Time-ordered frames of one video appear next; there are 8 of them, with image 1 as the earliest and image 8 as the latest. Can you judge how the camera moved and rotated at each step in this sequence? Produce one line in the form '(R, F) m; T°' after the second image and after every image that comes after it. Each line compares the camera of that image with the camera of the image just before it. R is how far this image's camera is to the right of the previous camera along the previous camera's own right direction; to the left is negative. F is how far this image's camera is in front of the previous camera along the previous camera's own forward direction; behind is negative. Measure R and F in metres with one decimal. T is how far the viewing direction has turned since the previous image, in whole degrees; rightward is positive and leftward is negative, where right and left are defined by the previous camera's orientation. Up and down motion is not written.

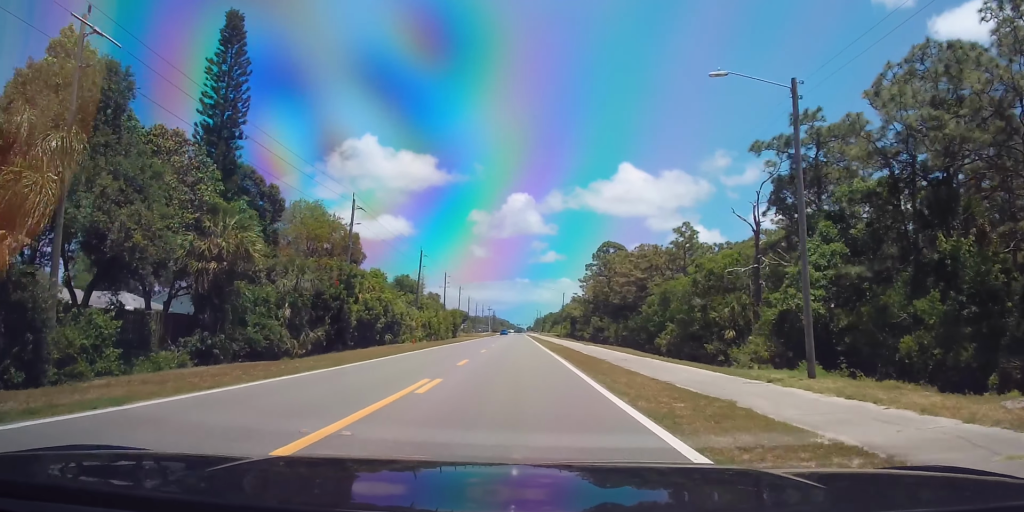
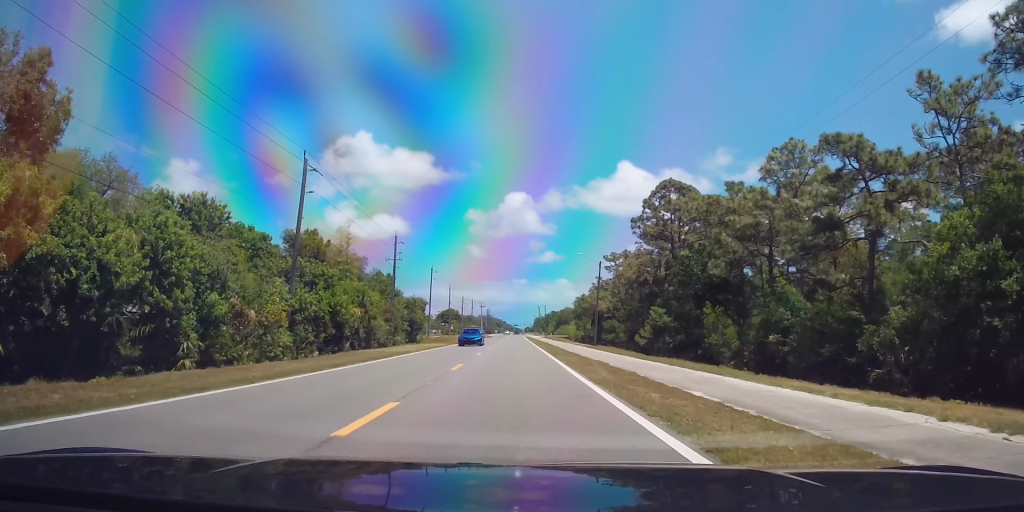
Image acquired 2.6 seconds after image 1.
(-0.8, +49.0) m; -2°
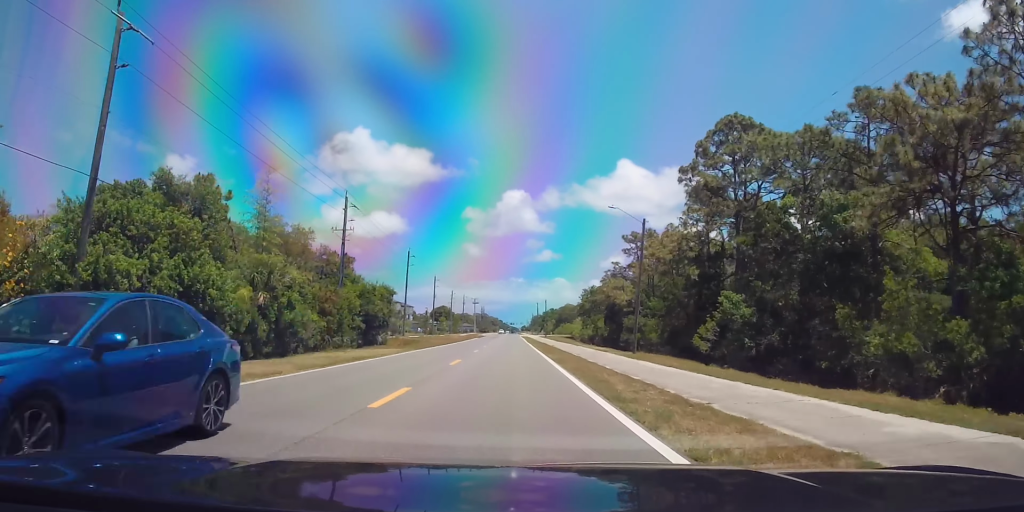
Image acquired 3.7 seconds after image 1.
(+0.3, +21.4) m; +1°
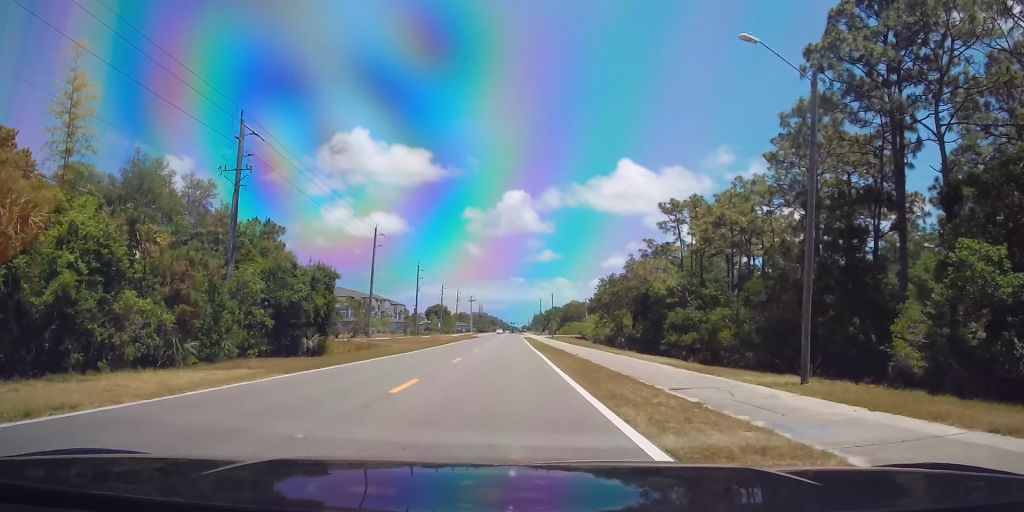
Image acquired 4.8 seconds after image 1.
(+0.1, +22.0) m; 0°
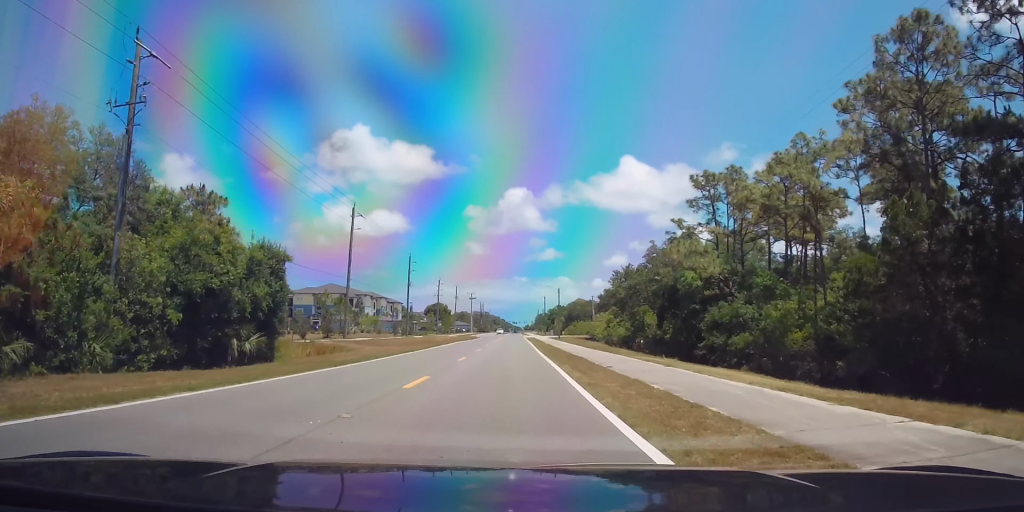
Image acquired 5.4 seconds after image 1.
(0.0, +10.8) m; 0°
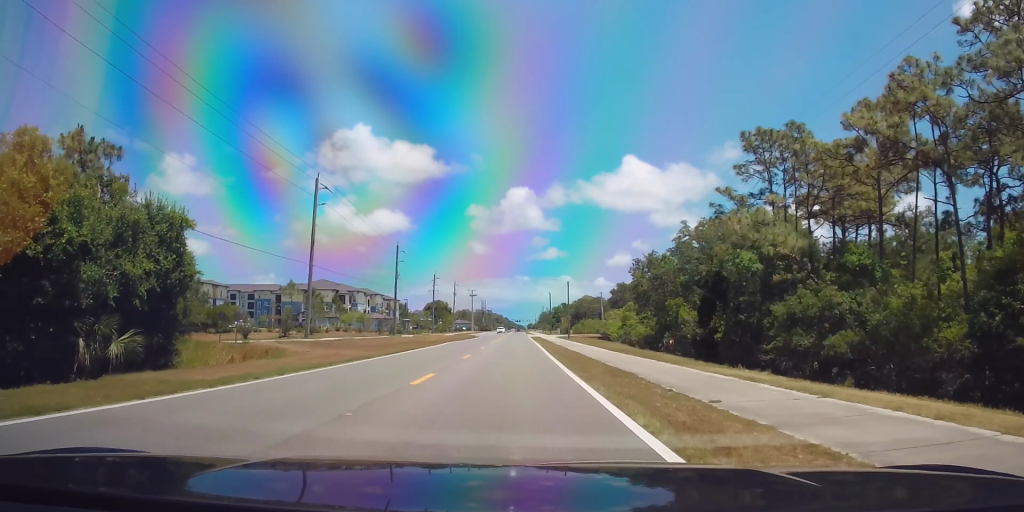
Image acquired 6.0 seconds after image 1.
(0.0, +12.0) m; 0°
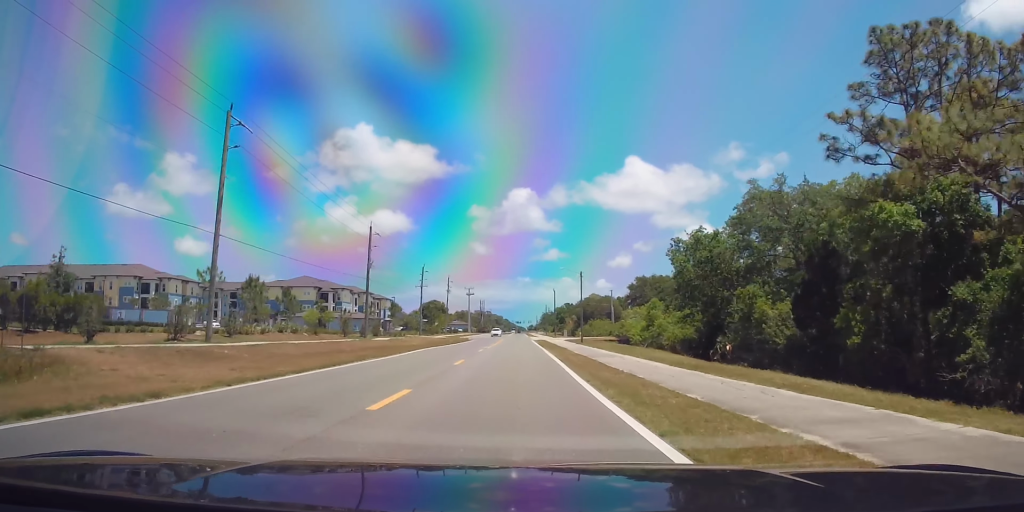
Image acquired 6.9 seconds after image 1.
(0.0, +16.1) m; 0°
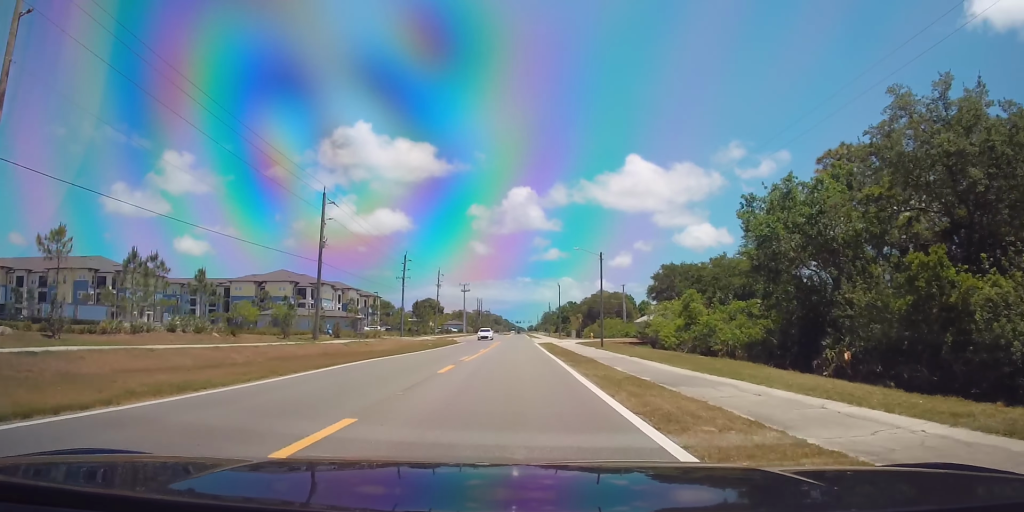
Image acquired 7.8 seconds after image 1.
(0.0, +16.3) m; -2°
